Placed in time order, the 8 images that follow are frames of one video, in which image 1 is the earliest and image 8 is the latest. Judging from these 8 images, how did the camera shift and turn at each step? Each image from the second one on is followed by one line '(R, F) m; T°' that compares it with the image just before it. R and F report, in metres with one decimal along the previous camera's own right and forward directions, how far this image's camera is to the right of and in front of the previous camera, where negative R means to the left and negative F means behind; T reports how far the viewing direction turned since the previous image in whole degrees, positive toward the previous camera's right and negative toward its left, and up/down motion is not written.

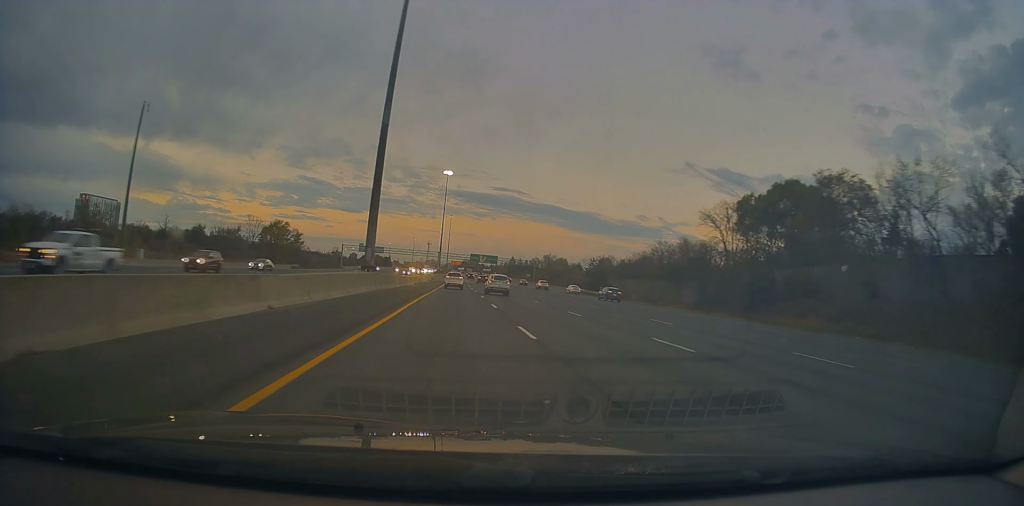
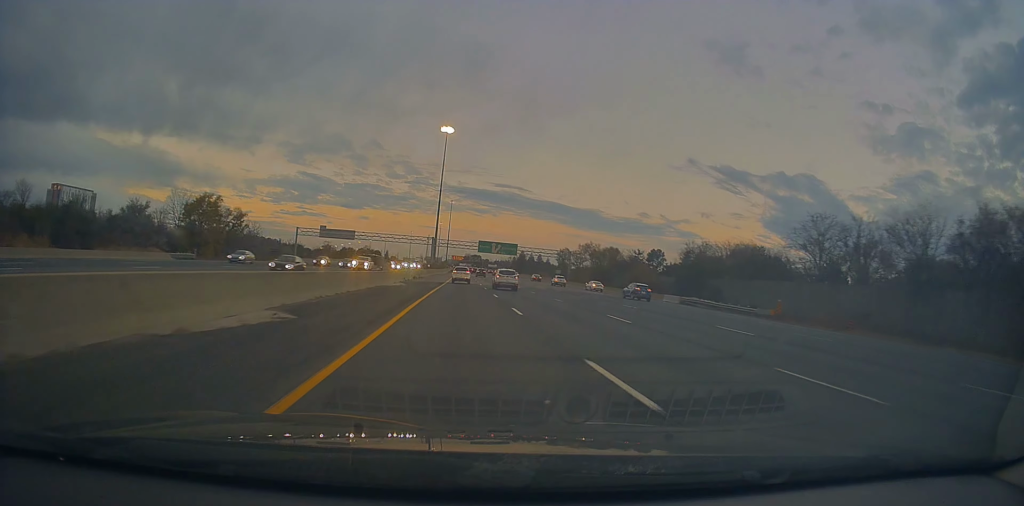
(-0.1, +56.4) m; +1°
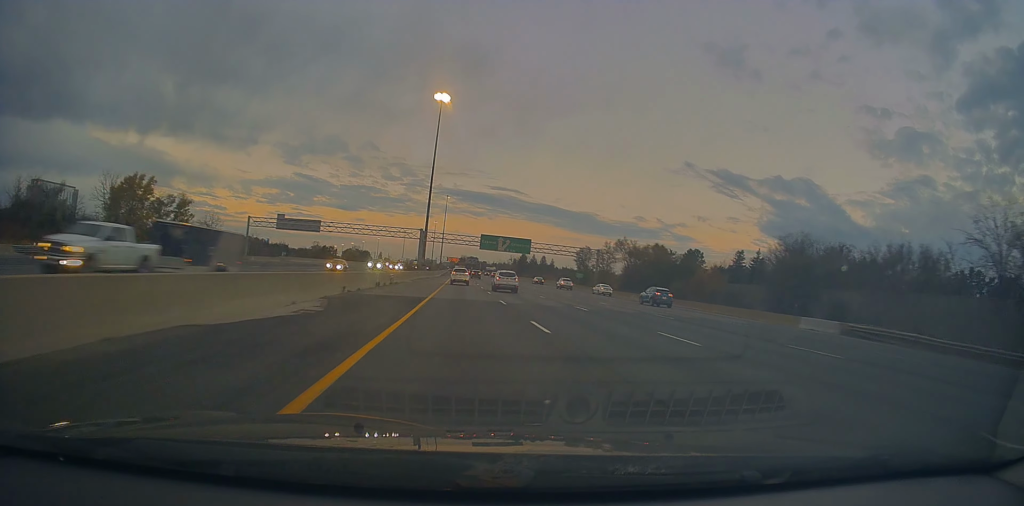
(+0.2, +30.2) m; 0°
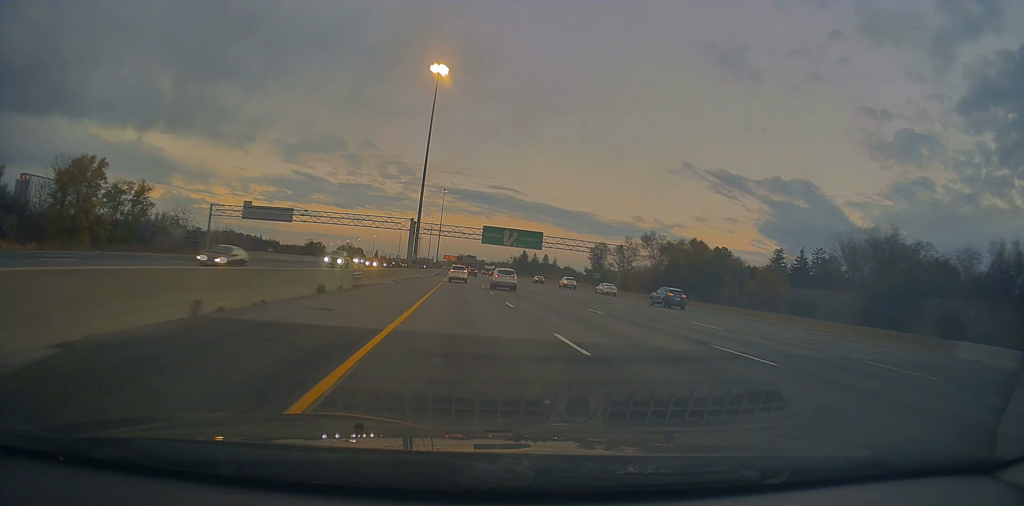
(0.0, +16.3) m; 0°
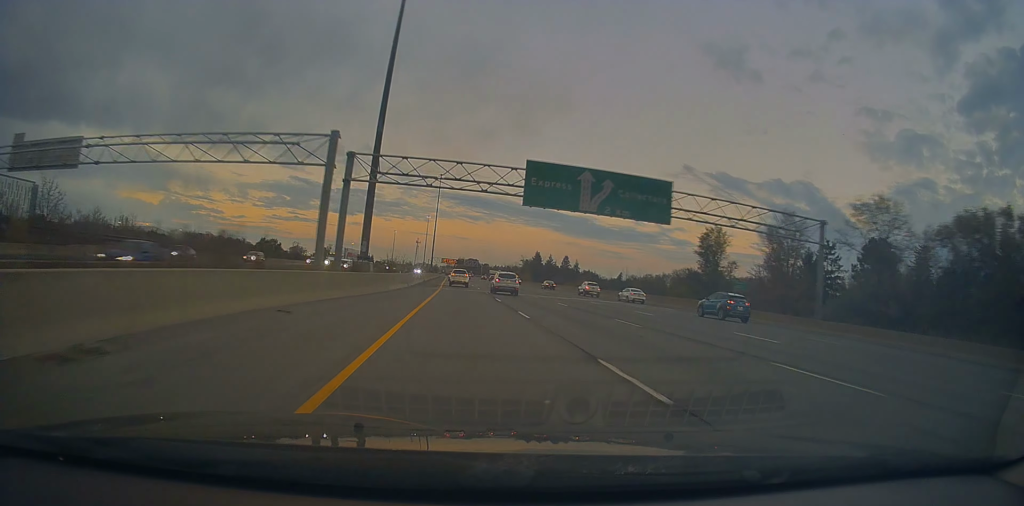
(+0.1, +52.4) m; 0°
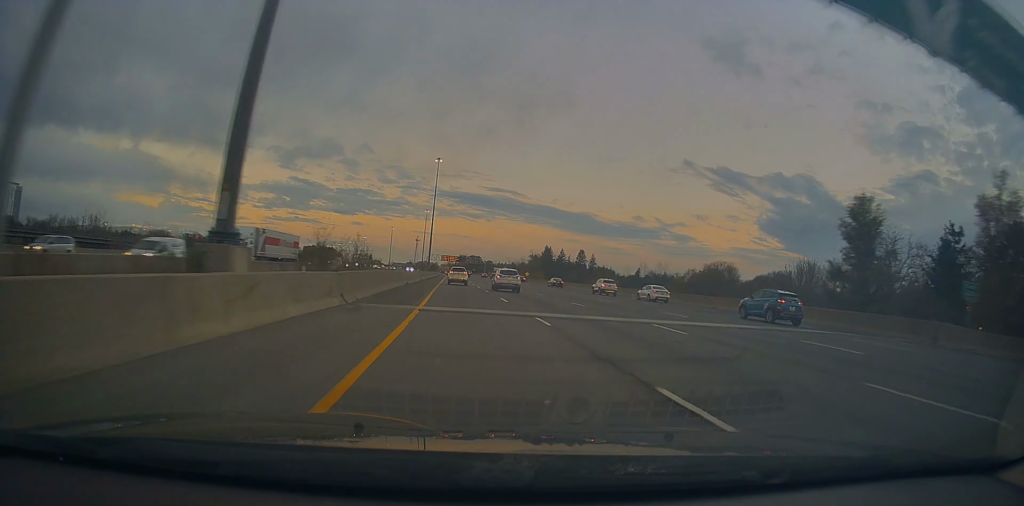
(0.0, +26.7) m; 0°
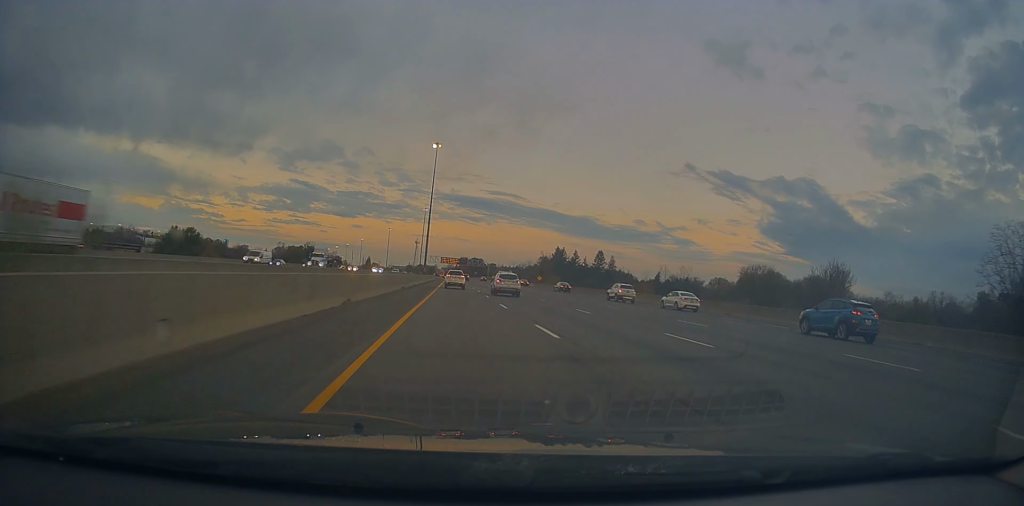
(-0.1, +25.5) m; 0°
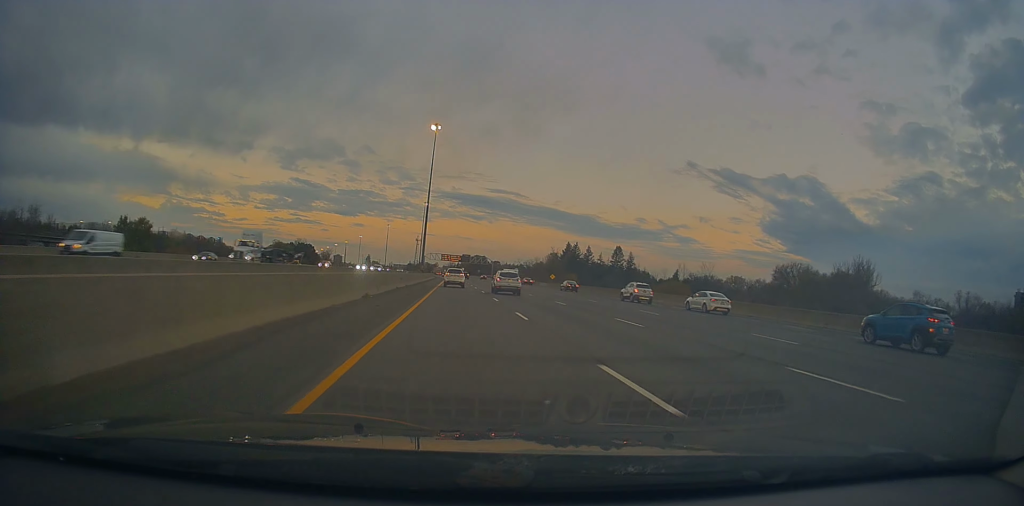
(+0.1, +18.5) m; 0°
